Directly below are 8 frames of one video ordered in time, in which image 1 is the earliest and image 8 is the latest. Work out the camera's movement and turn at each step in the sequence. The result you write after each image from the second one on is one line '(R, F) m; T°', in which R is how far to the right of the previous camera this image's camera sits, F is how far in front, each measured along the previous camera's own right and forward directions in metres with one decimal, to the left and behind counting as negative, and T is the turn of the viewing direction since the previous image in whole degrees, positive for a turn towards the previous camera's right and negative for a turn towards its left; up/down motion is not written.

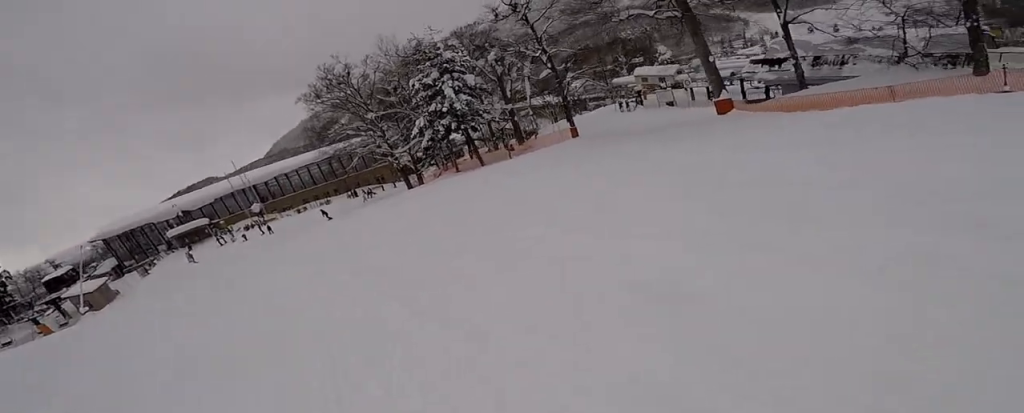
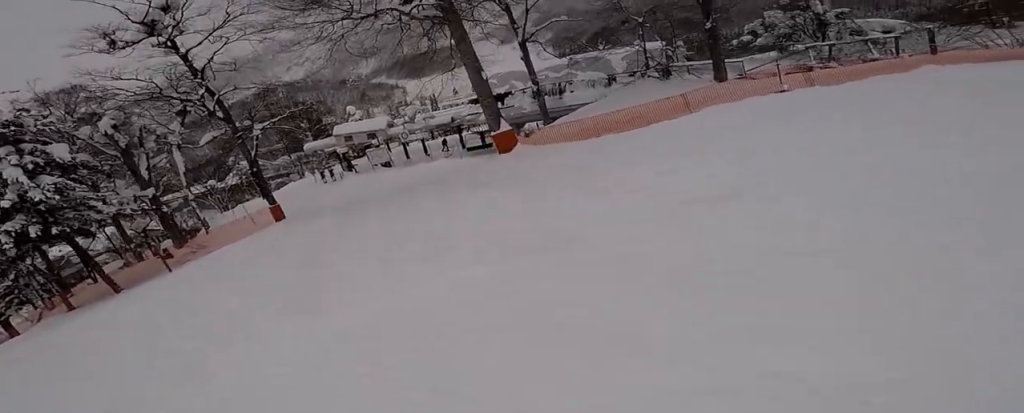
(+4.1, +7.7) m; +35°
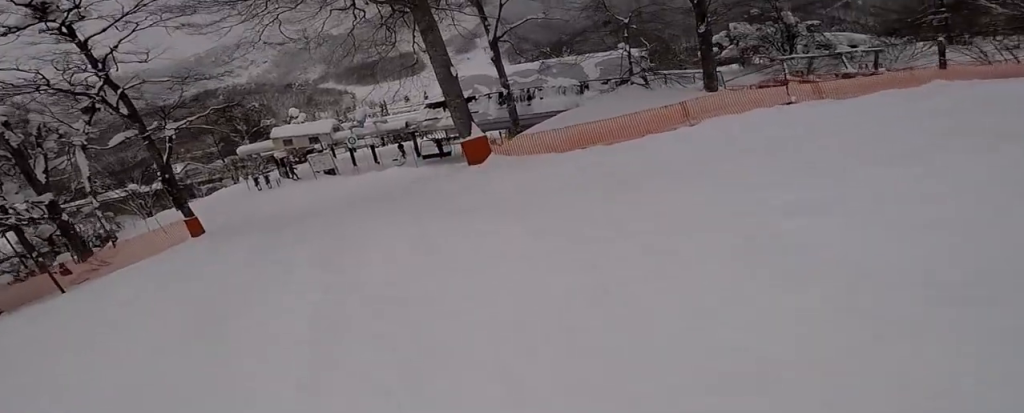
(+0.2, +2.9) m; +4°
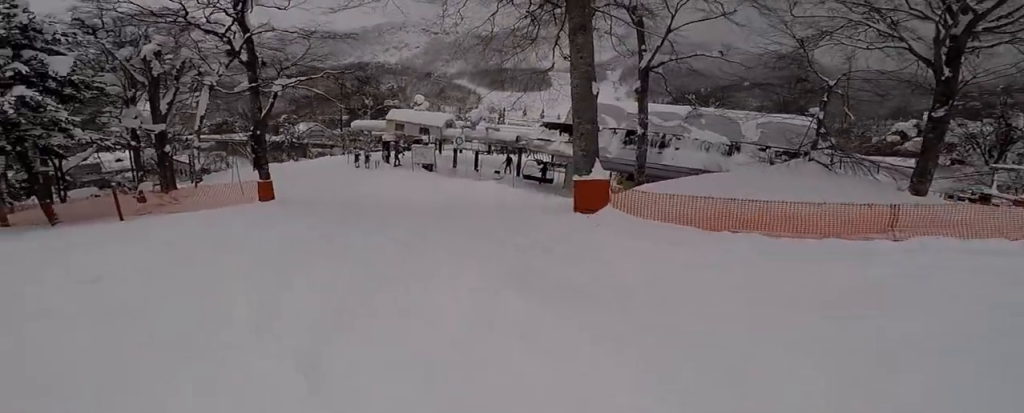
(0.0, +3.2) m; 0°
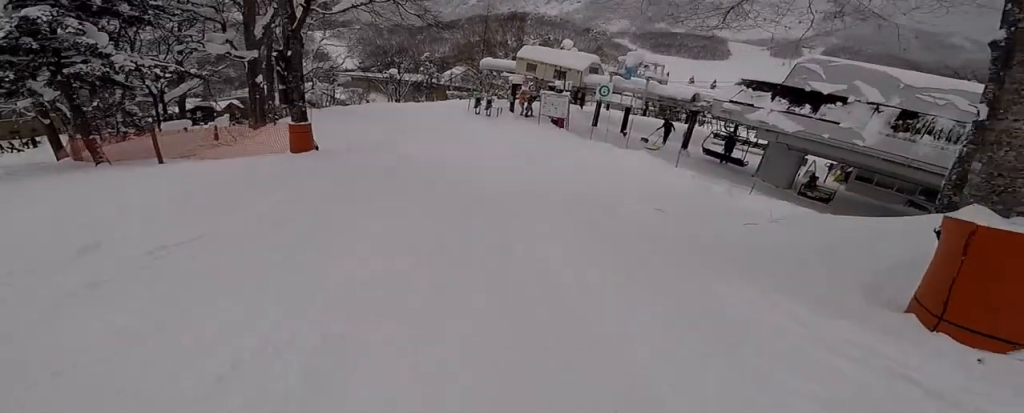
(0.0, +7.3) m; -7°
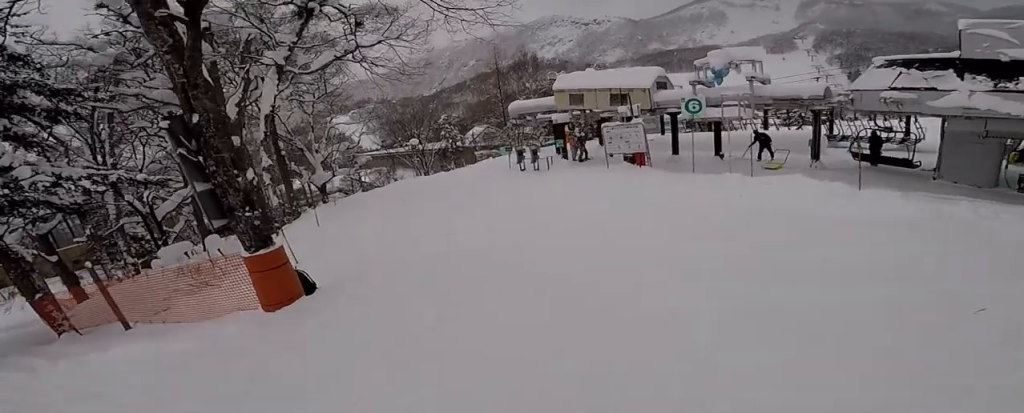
(-0.8, +5.9) m; -5°
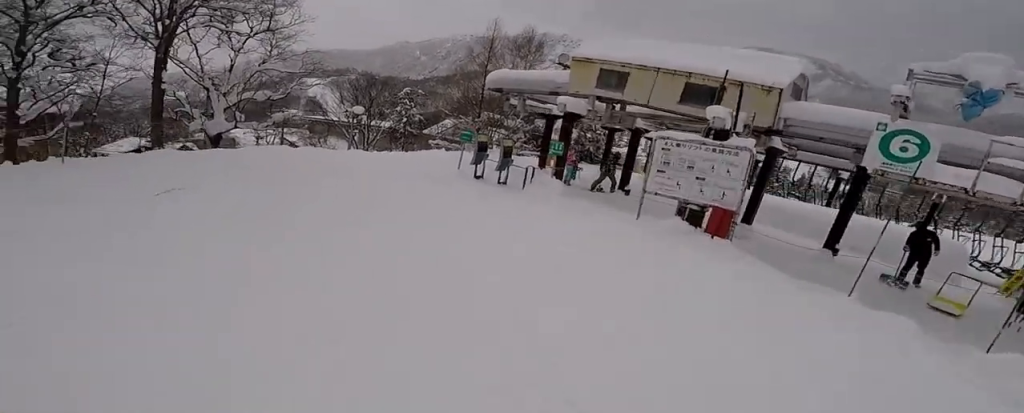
(+0.2, +8.2) m; -10°
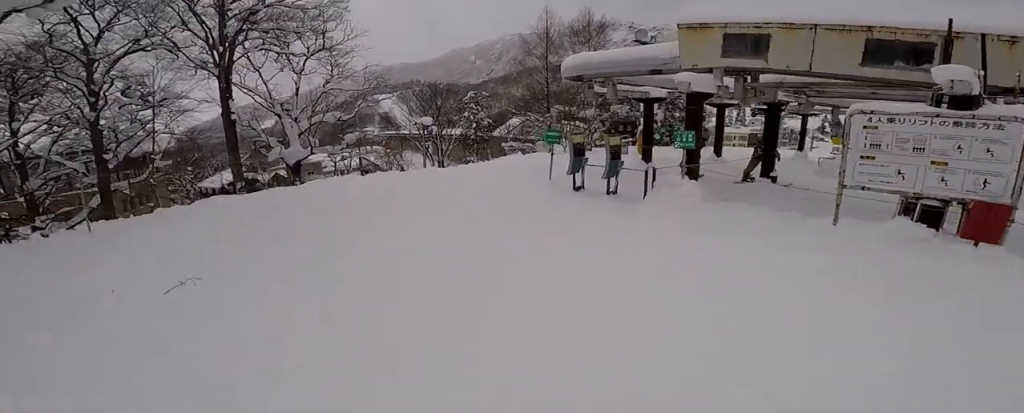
(-0.2, +2.5) m; -7°
